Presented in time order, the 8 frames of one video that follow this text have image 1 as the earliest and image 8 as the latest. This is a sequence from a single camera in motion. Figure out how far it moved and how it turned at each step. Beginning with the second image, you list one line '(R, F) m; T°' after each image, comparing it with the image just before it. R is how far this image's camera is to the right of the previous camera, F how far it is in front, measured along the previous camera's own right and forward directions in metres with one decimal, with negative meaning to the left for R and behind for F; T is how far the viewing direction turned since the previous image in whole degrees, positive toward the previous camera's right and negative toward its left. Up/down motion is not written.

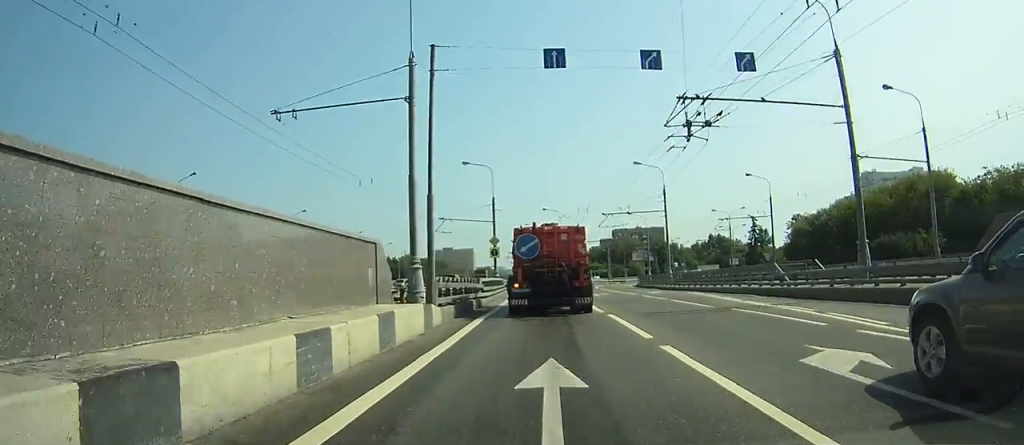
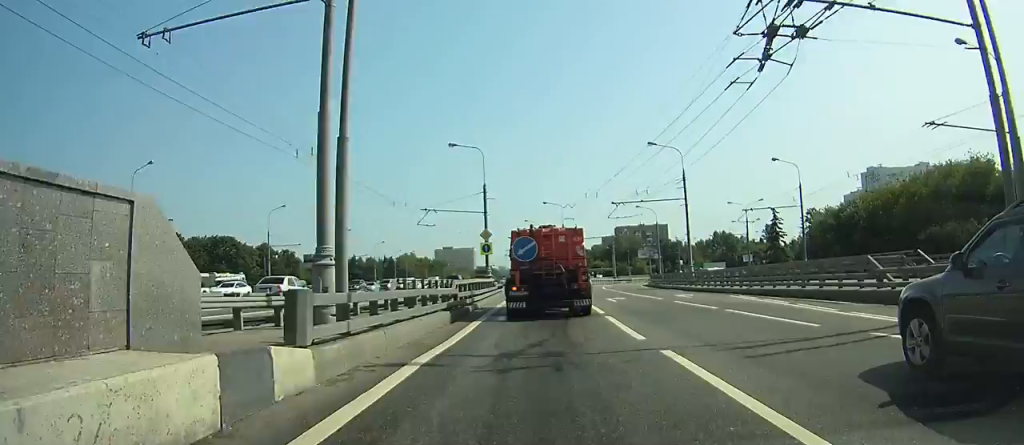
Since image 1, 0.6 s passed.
(0.0, +8.1) m; 0°
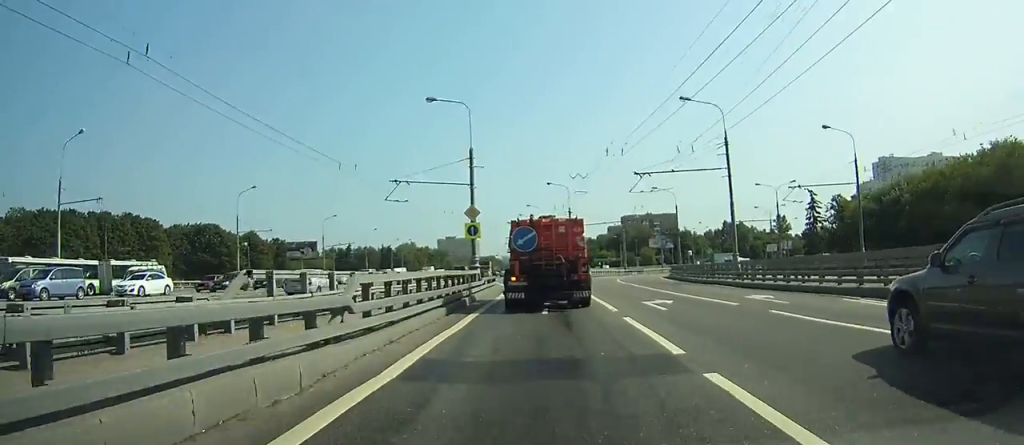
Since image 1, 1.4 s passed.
(+0.1, +10.6) m; 0°
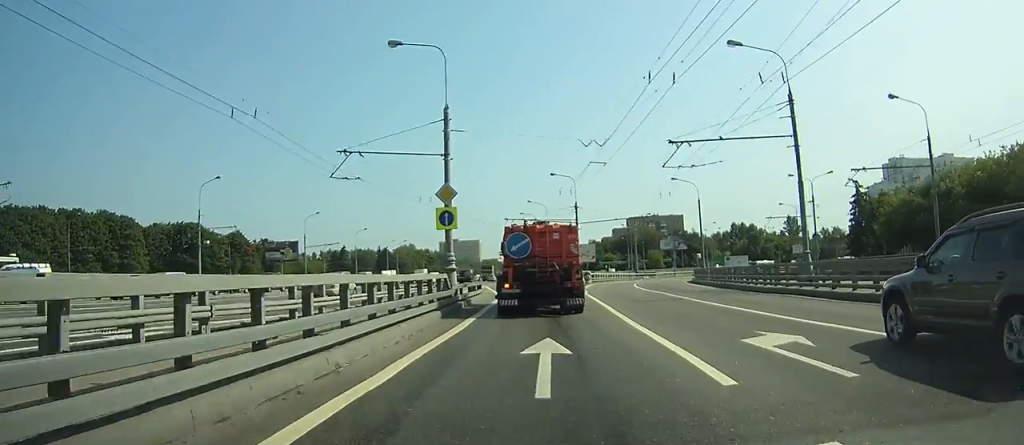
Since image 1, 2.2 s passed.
(-0.1, +10.0) m; 0°
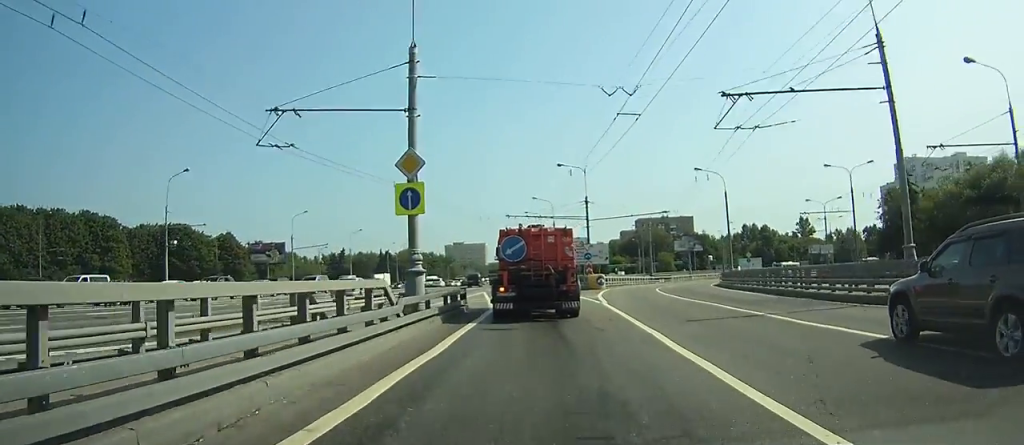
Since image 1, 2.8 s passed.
(0.0, +7.8) m; 0°
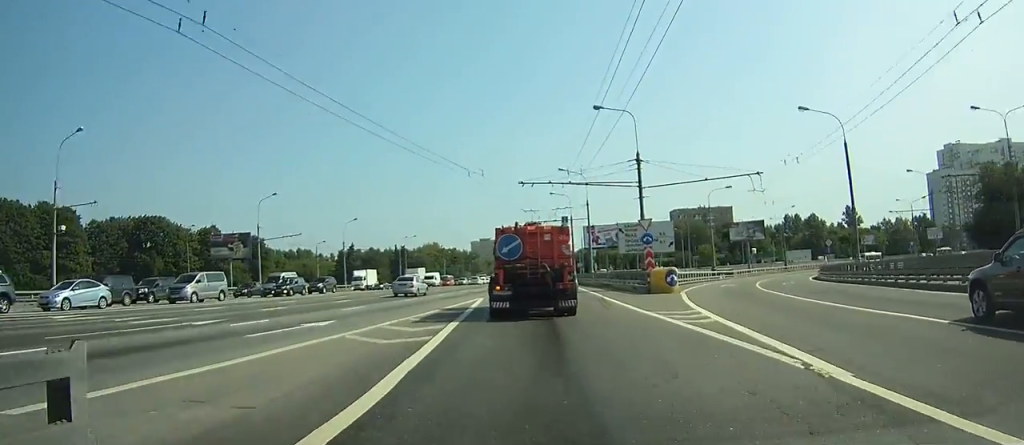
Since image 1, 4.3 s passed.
(-0.1, +19.5) m; -2°
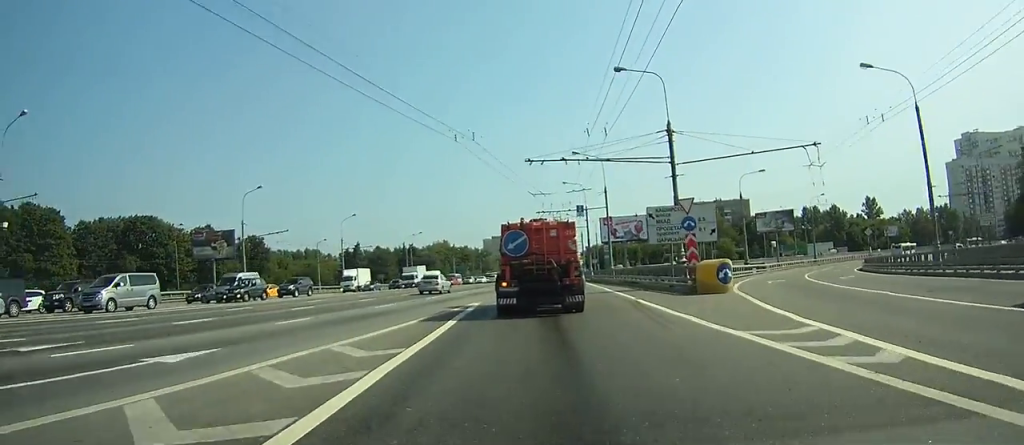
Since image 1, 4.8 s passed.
(-0.1, +7.0) m; -1°
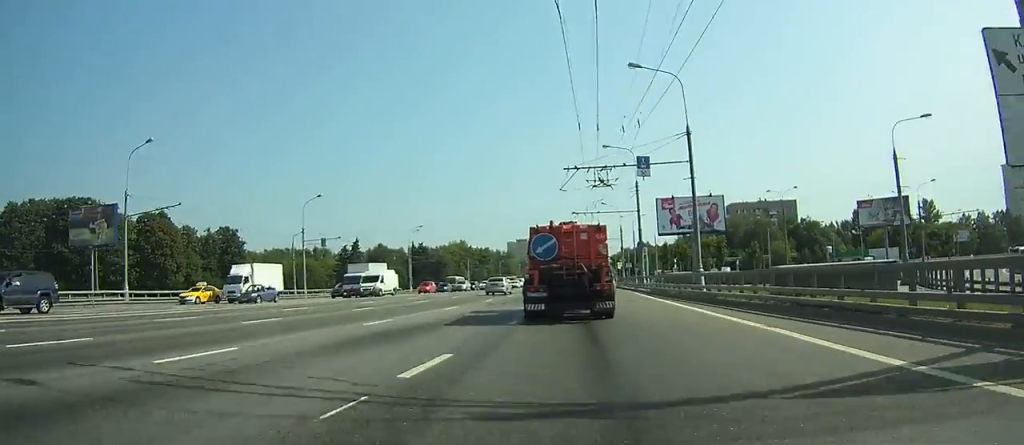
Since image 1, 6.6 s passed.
(-0.9, +23.8) m; -4°
